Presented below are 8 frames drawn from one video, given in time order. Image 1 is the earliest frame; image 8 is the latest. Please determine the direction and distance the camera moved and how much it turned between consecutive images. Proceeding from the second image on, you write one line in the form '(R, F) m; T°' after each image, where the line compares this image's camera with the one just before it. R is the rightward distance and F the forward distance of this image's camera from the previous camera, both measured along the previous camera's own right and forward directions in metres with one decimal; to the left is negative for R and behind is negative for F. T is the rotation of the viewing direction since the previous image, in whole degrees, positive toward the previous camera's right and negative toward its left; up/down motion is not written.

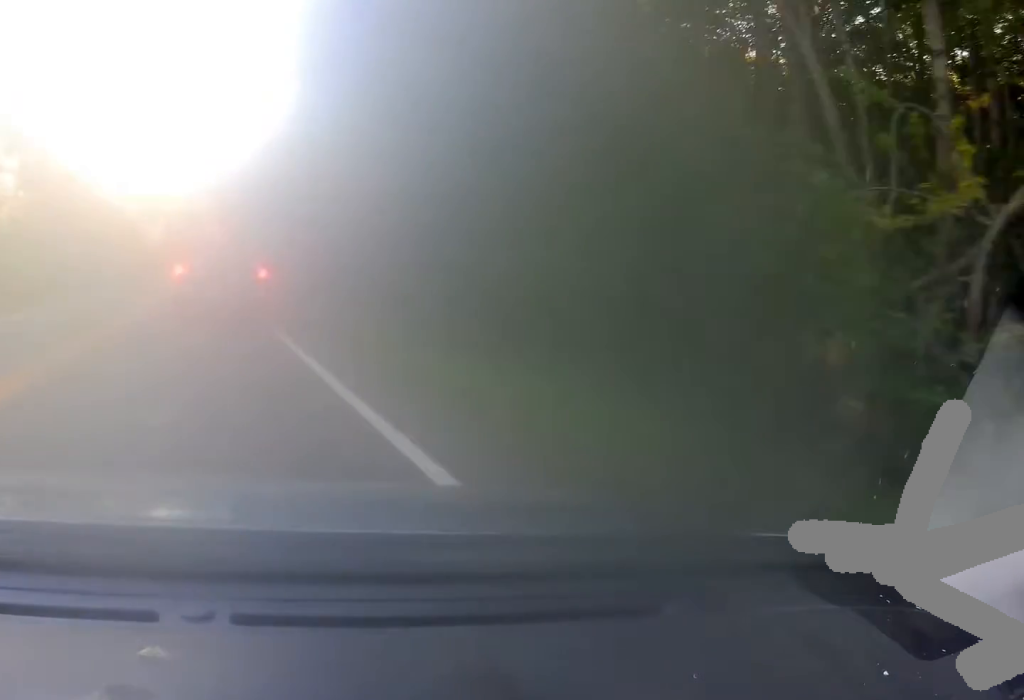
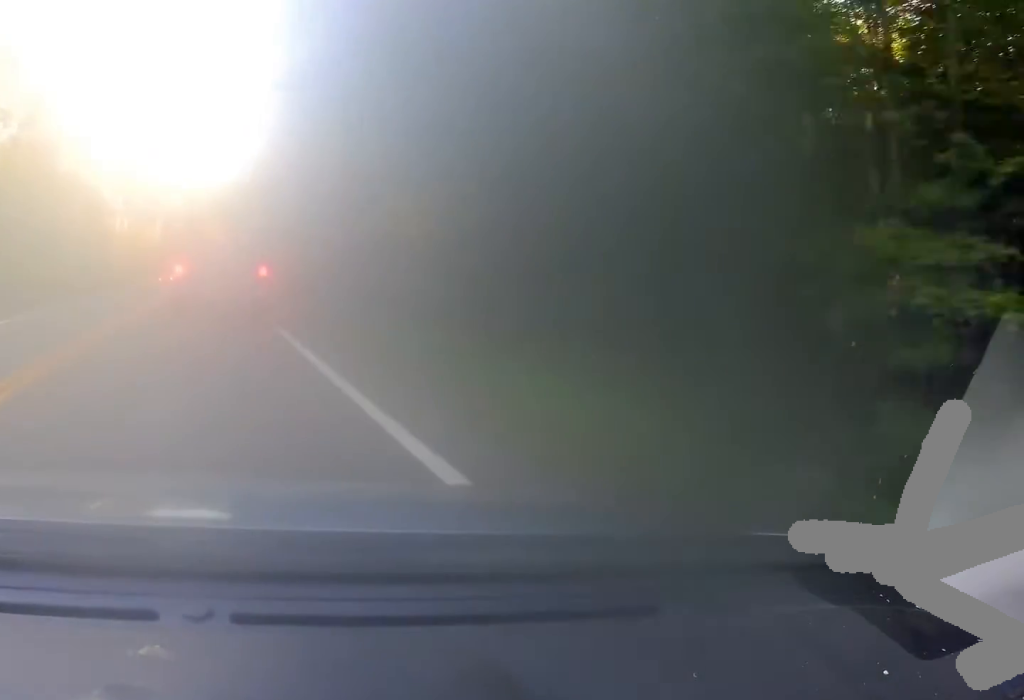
(0.0, +16.3) m; 0°
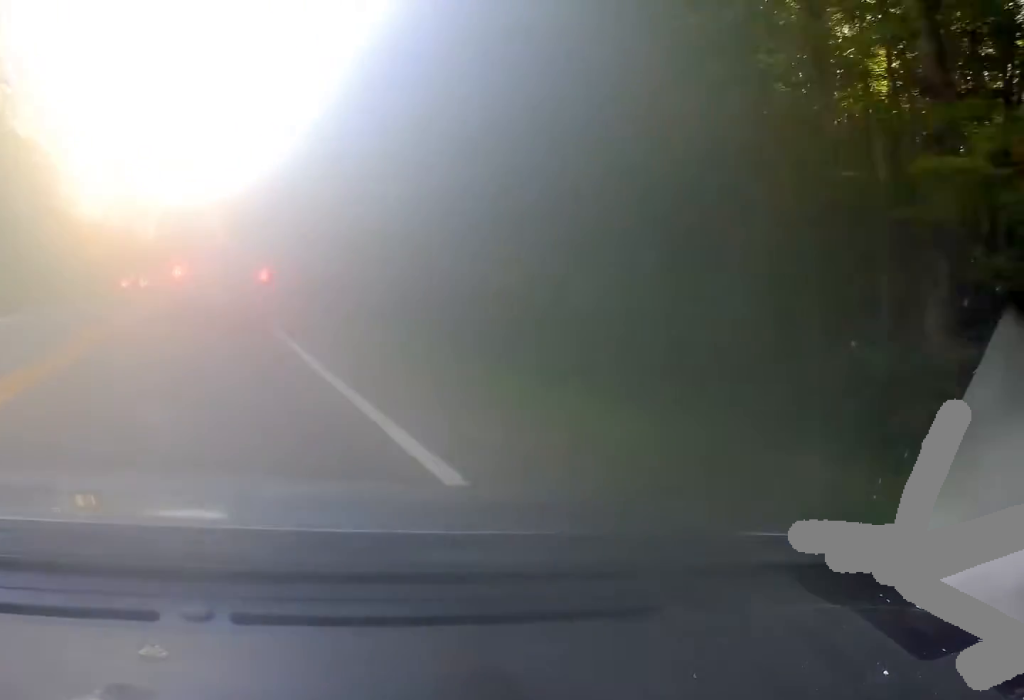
(+0.3, +14.9) m; -1°
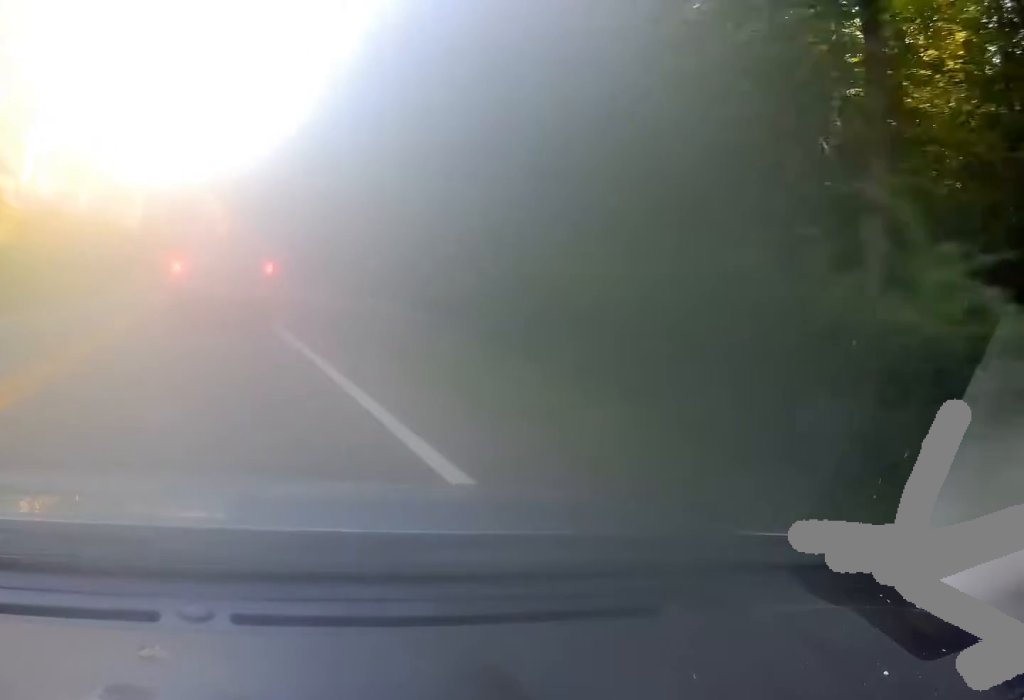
(-0.8, +29.3) m; -1°
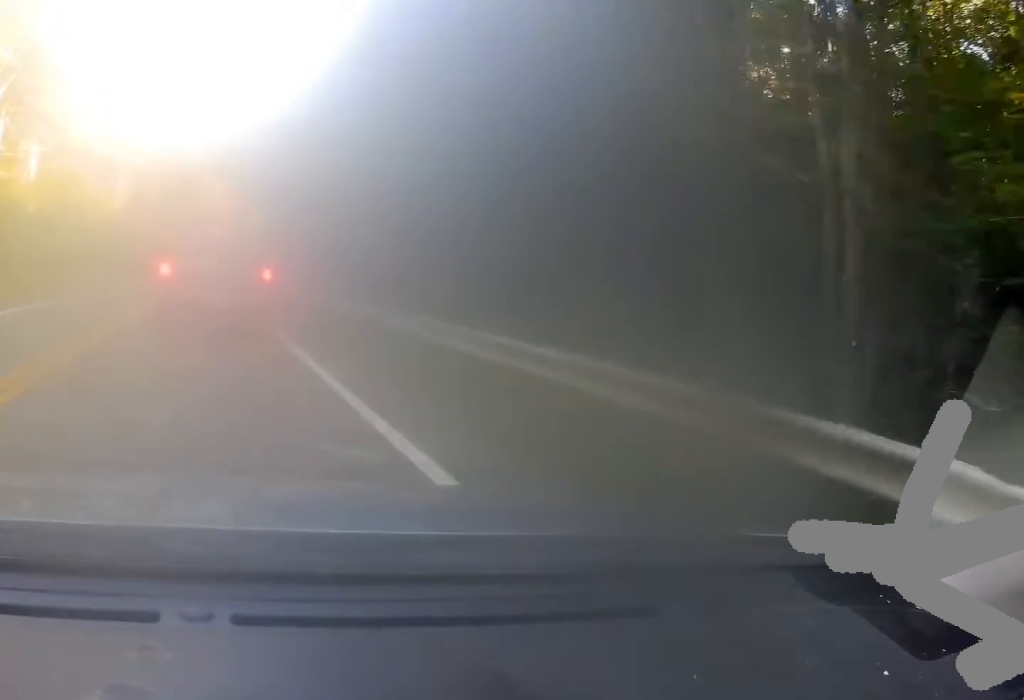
(+0.5, +28.0) m; +1°
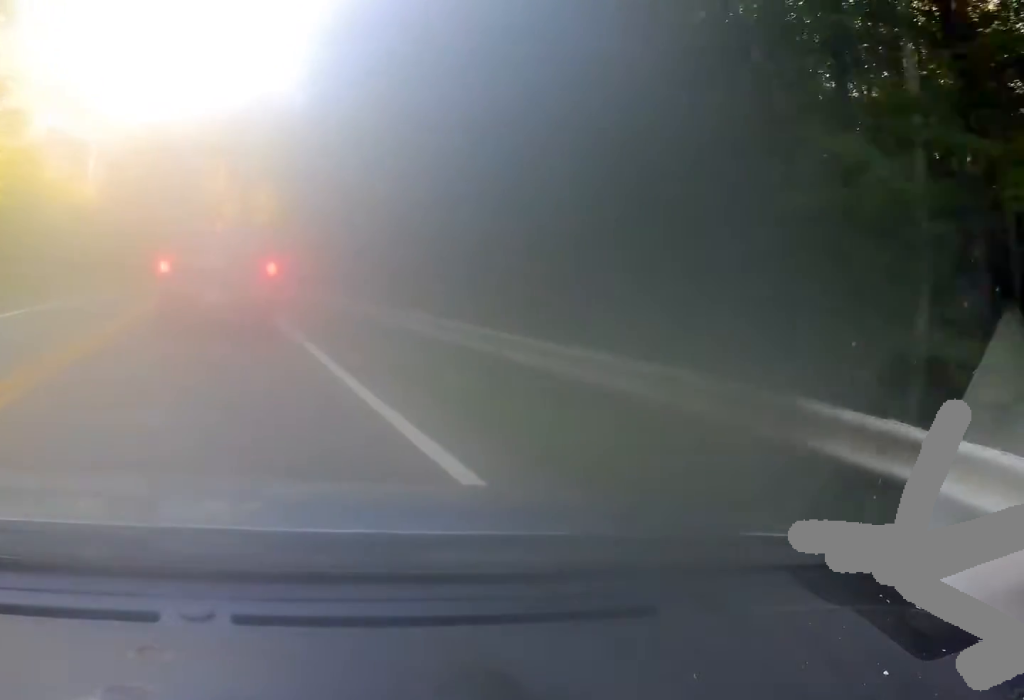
(0.0, +20.0) m; +1°
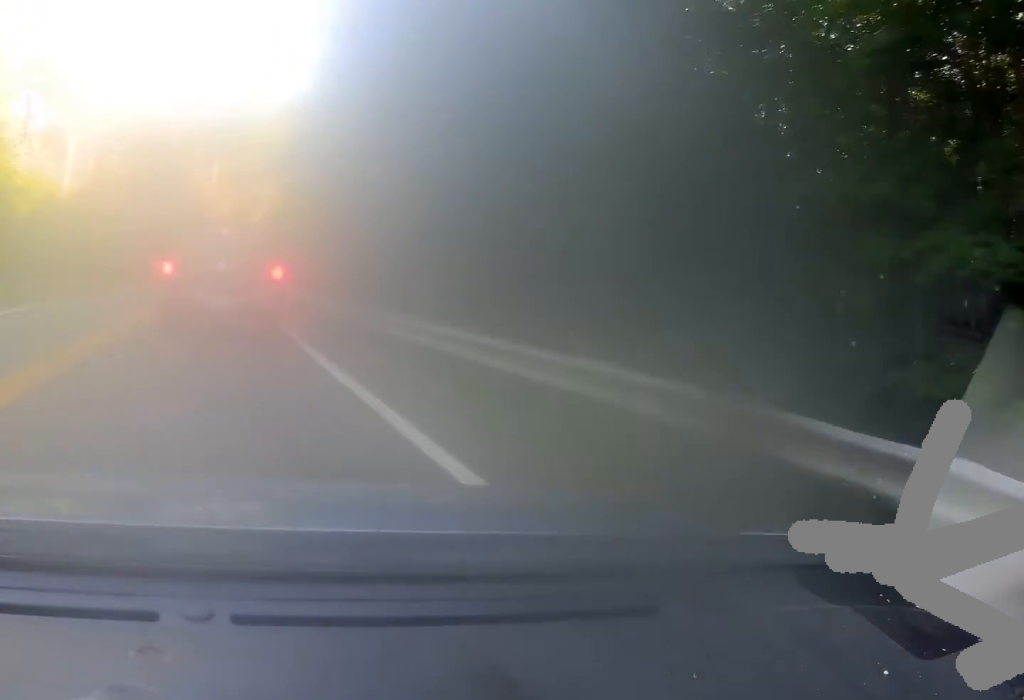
(0.0, +9.0) m; 0°
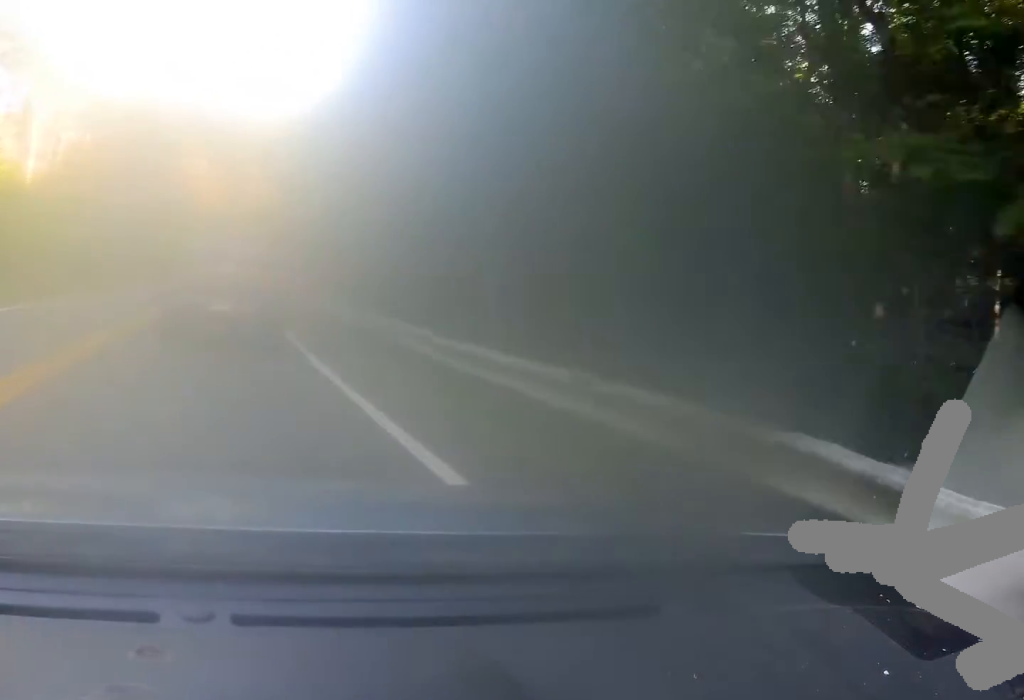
(+0.2, +9.3) m; 0°
